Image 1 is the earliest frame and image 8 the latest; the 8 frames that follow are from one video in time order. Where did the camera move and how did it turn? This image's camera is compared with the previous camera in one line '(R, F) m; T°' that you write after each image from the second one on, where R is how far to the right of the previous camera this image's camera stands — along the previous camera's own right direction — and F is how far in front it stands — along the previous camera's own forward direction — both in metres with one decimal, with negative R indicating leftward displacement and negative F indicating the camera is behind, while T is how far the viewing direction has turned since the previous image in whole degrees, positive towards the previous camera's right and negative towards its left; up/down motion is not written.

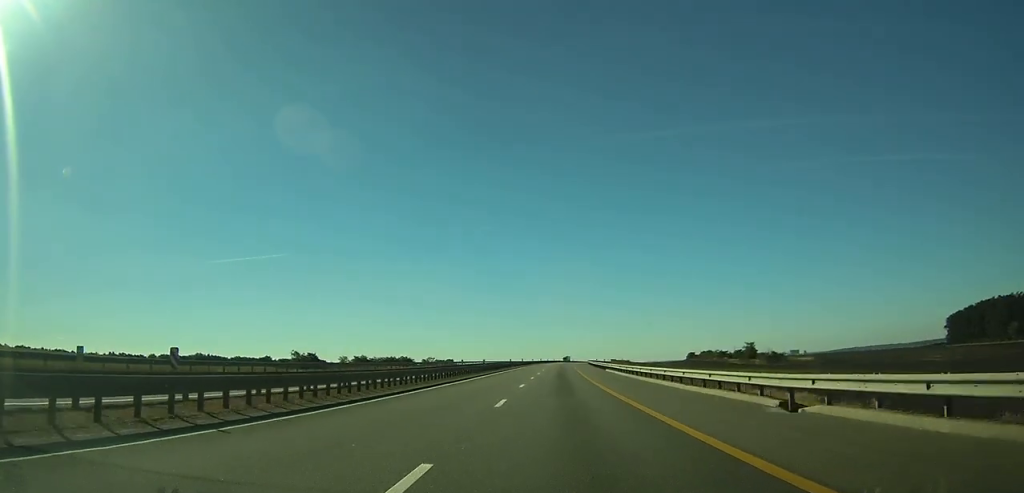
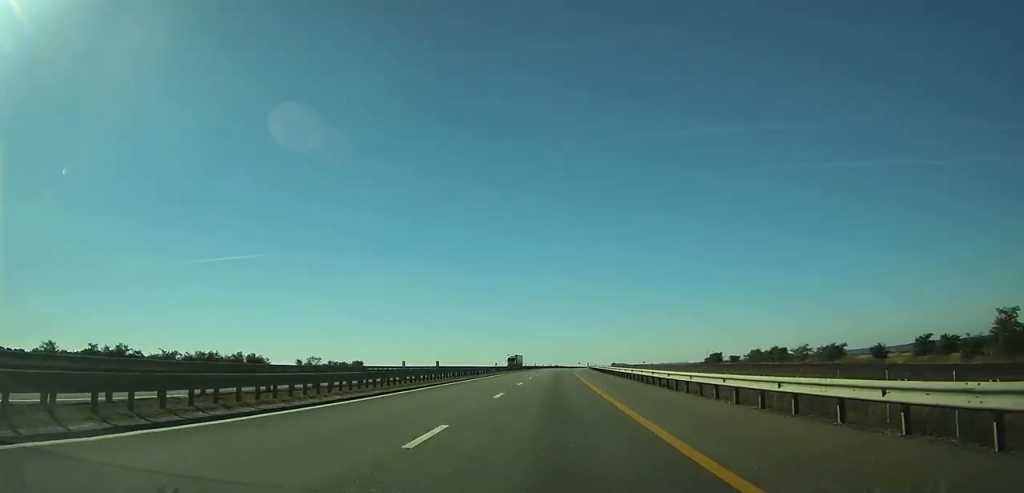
(+3.0, +113.2) m; +3°
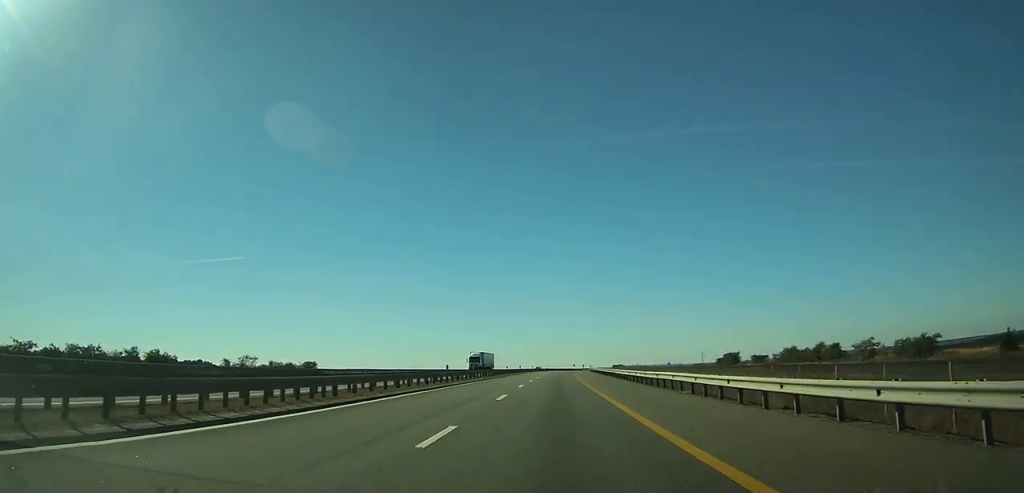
(+0.4, +34.8) m; +1°
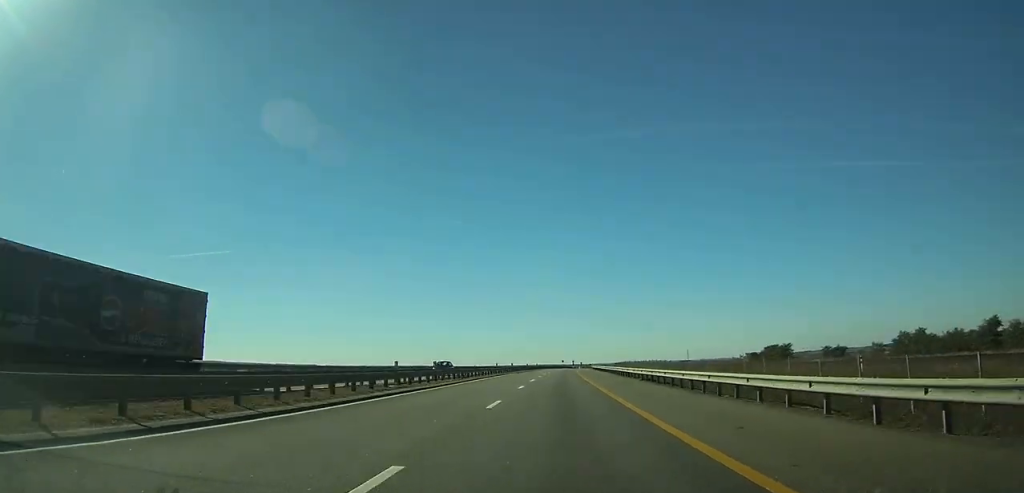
(+0.9, +63.1) m; +2°
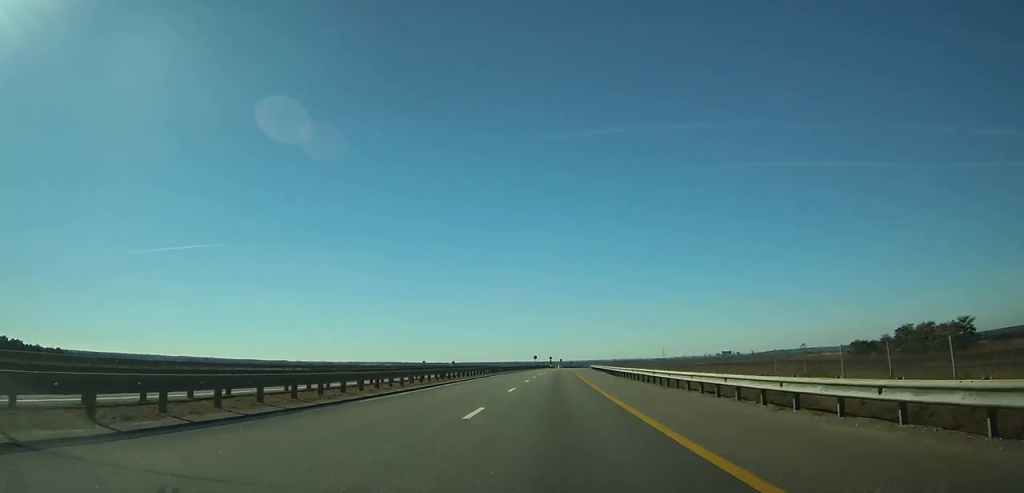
(+1.8, +85.1) m; +3°
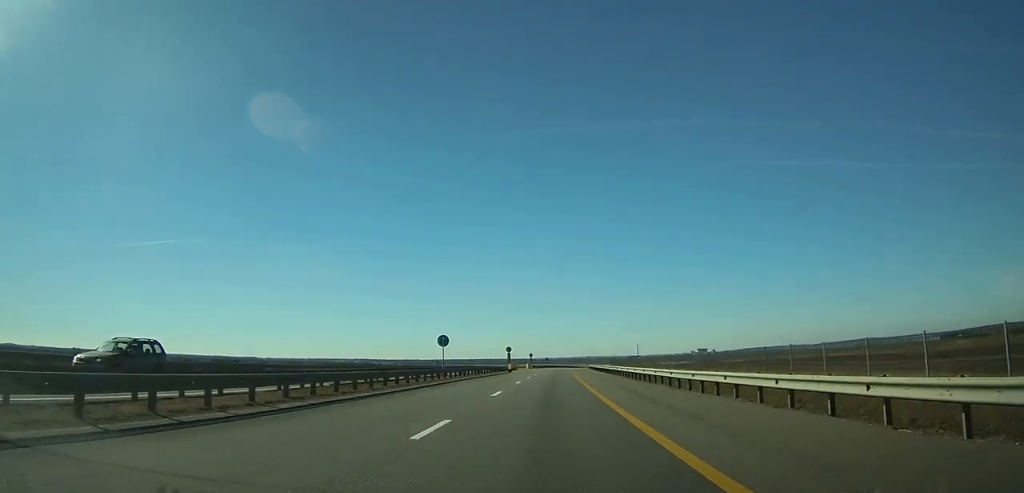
(+2.4, +96.8) m; +3°
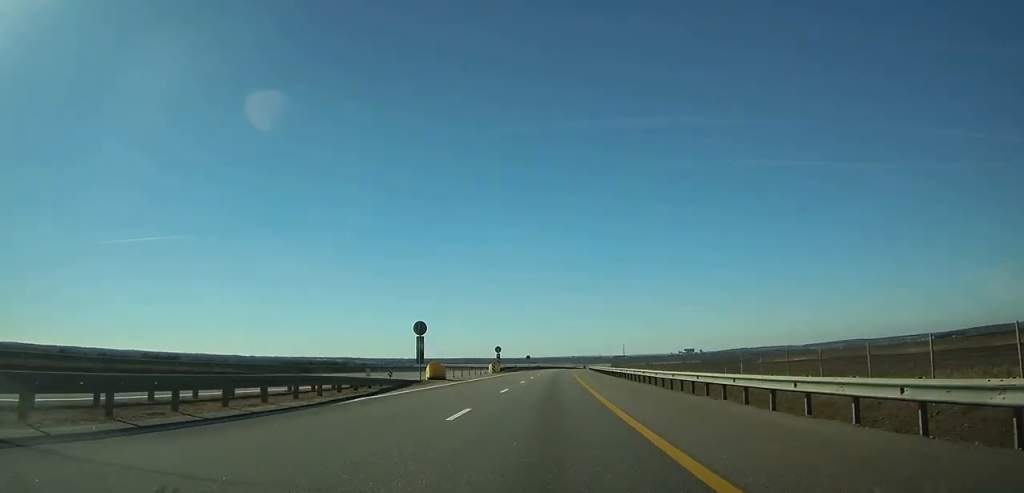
(+0.6, +55.4) m; +1°
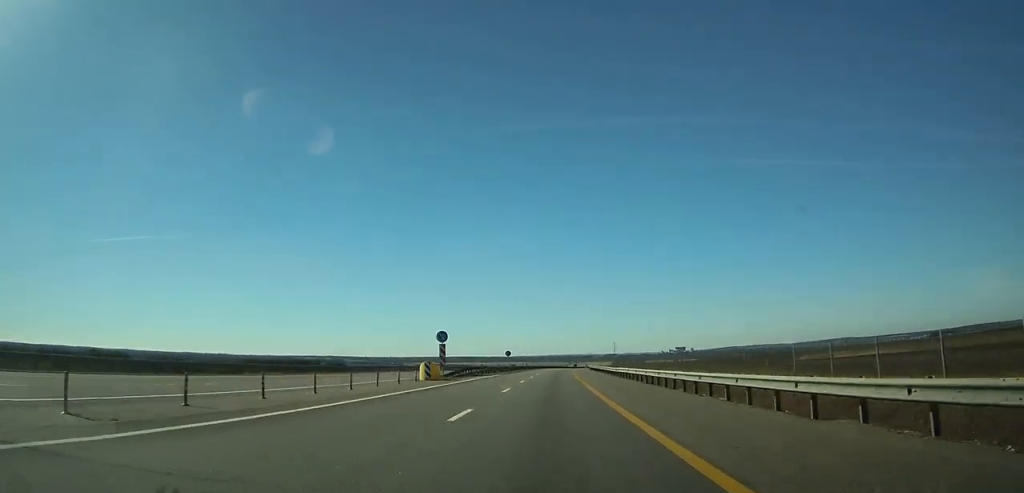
(+0.5, +35.6) m; +1°
